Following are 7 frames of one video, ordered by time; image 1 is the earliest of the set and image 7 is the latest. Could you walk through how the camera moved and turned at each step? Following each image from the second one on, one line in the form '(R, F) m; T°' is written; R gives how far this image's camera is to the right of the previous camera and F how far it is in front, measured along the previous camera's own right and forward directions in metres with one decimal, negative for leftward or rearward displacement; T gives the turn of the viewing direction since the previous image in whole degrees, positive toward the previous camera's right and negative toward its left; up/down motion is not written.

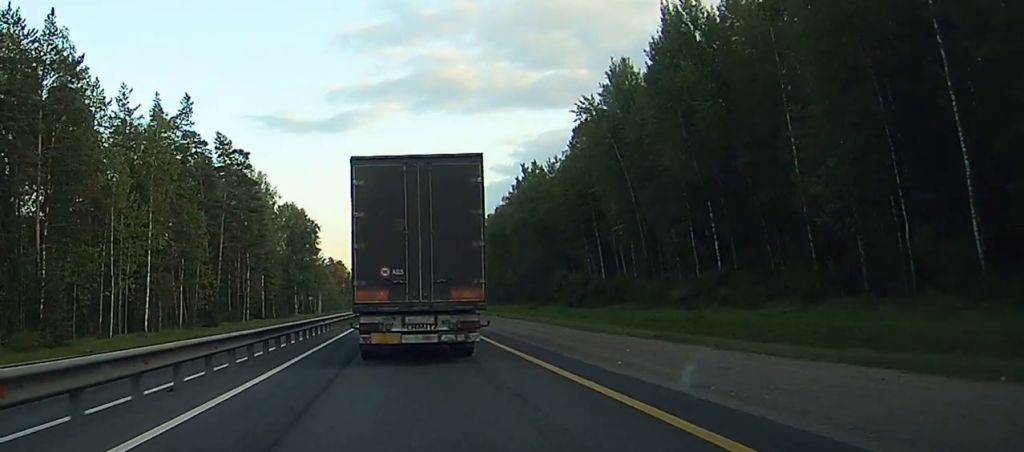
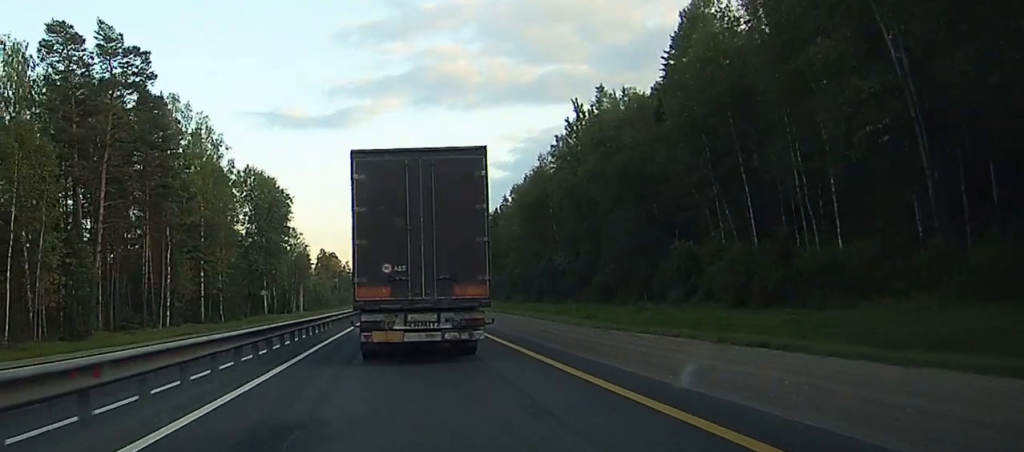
(-0.3, +48.5) m; 0°
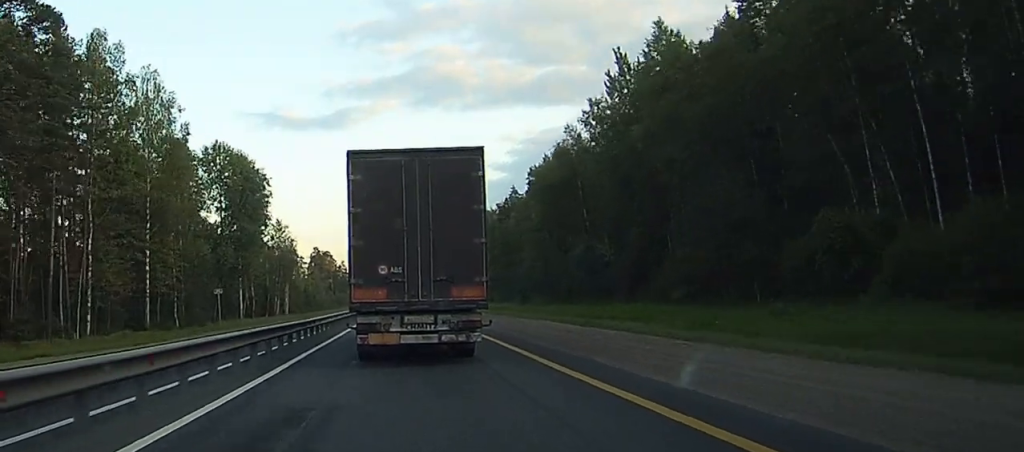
(0.0, +24.8) m; 0°
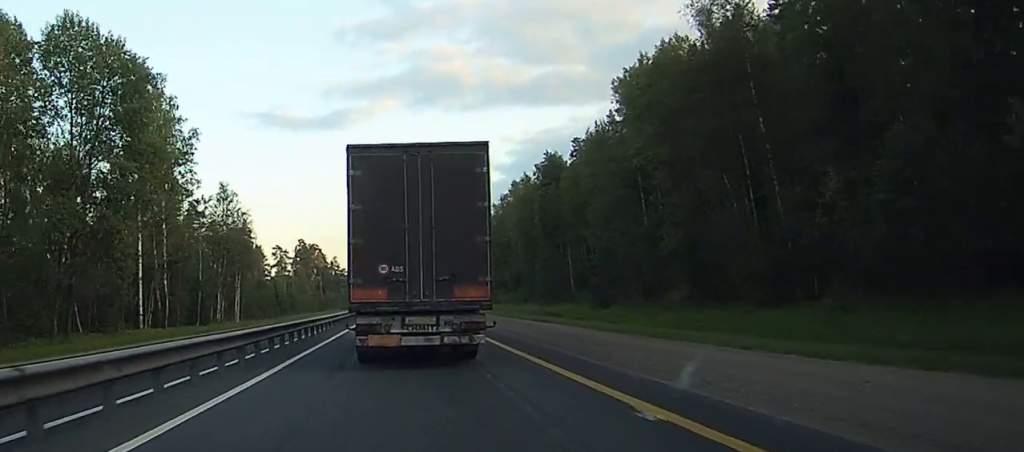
(-0.1, +52.6) m; 0°
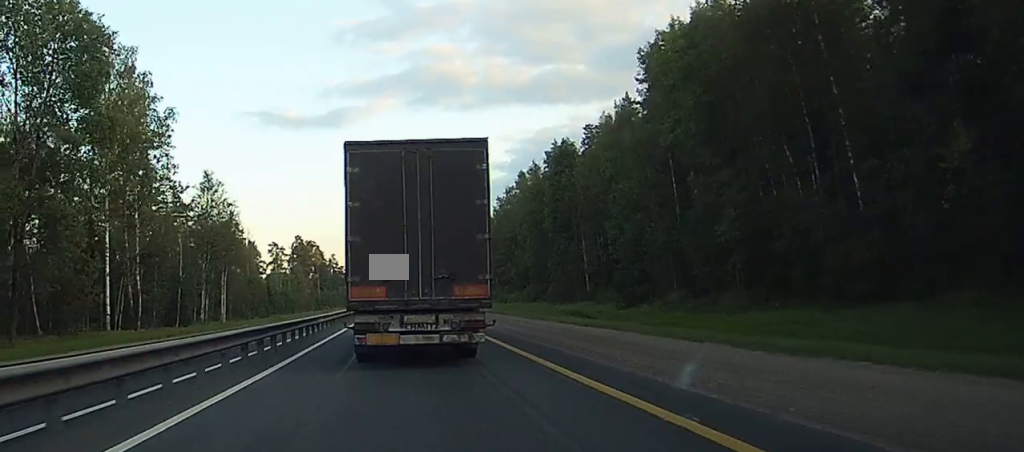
(0.0, +8.4) m; 0°
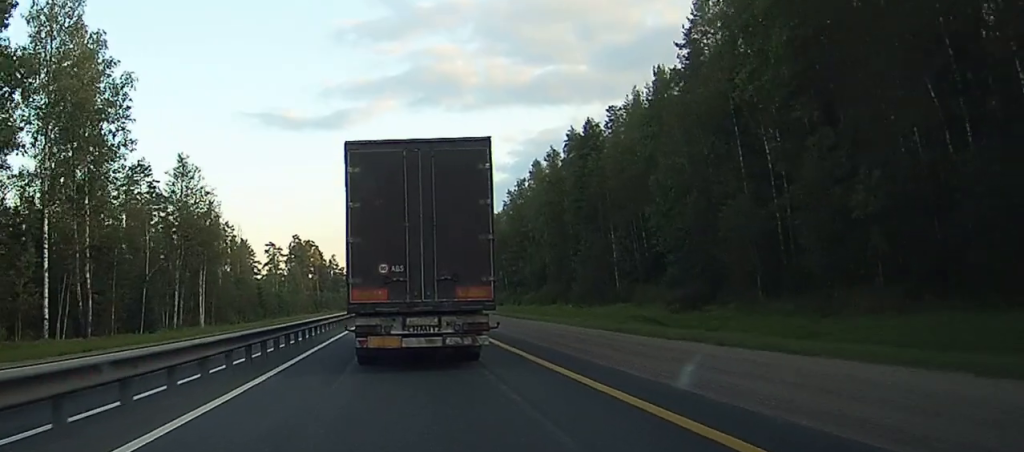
(0.0, +11.6) m; 0°
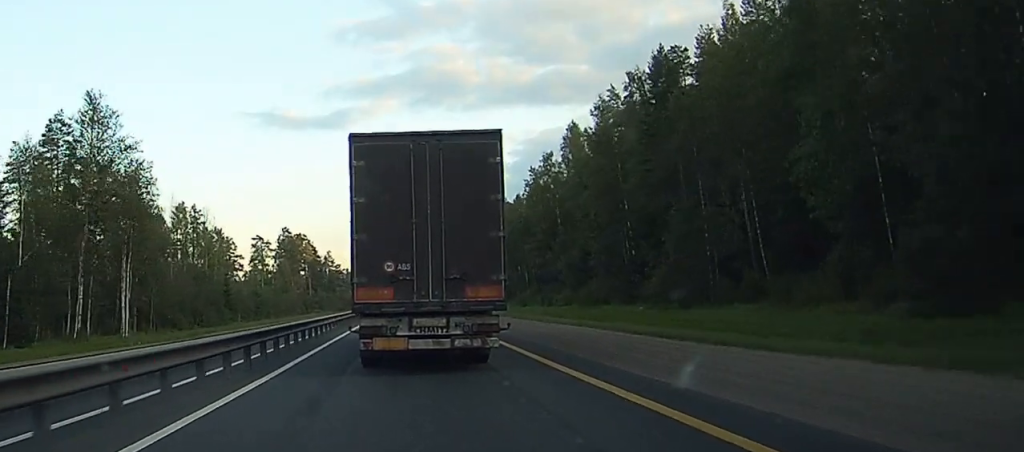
(0.0, +24.2) m; 0°
